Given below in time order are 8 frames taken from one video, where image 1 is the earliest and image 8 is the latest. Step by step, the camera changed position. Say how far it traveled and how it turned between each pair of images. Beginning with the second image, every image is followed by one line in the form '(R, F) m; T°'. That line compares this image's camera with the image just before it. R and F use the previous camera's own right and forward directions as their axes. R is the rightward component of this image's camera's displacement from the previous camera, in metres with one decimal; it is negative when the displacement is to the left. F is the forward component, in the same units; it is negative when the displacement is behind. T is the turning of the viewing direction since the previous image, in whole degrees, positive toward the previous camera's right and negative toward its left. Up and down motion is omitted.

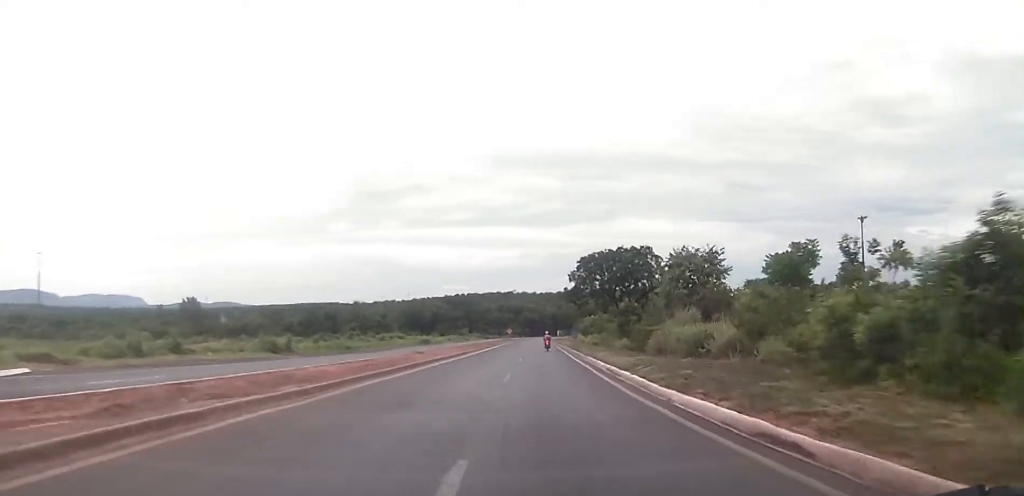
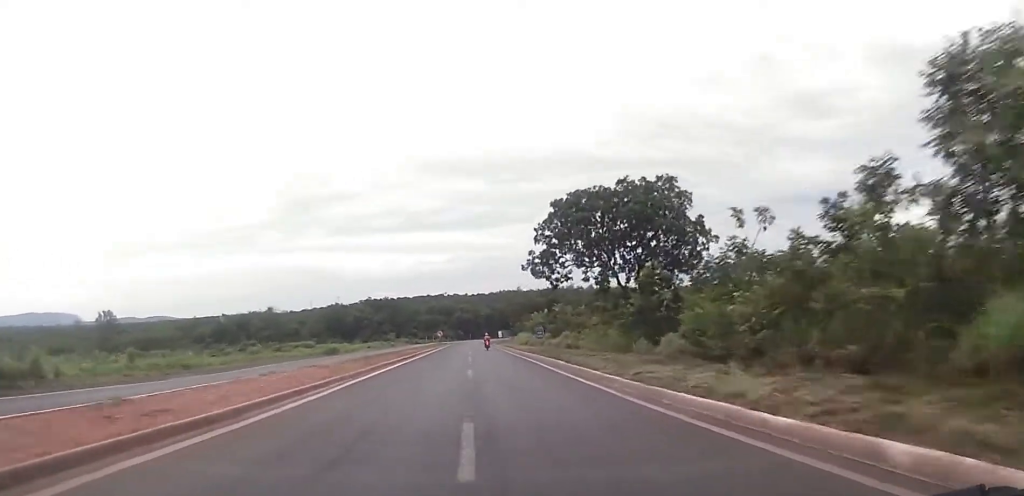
(+1.5, +28.4) m; +5°
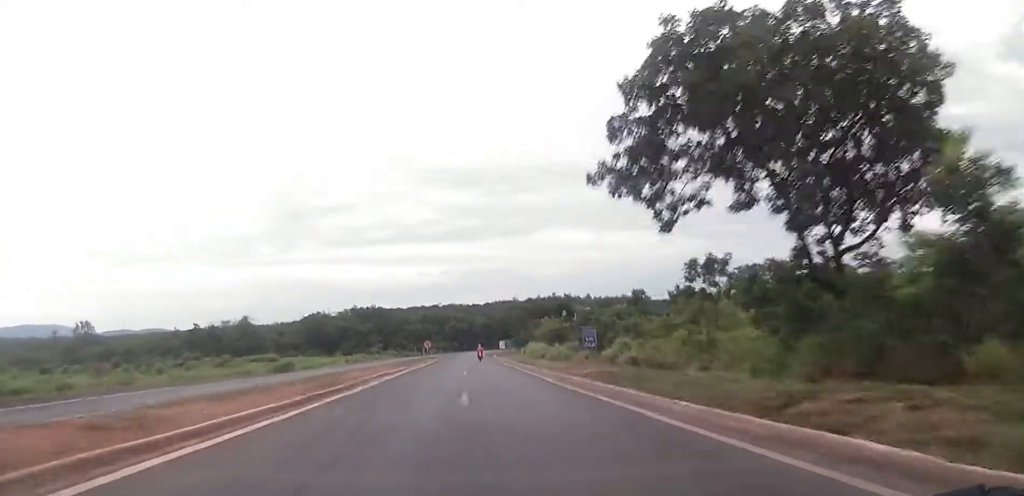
(+0.6, +23.2) m; +1°
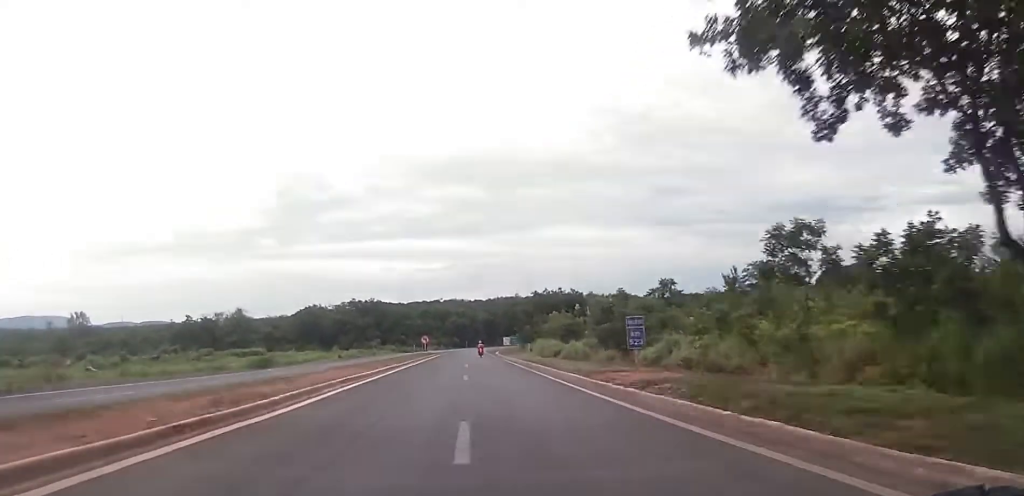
(-0.1, +7.6) m; 0°
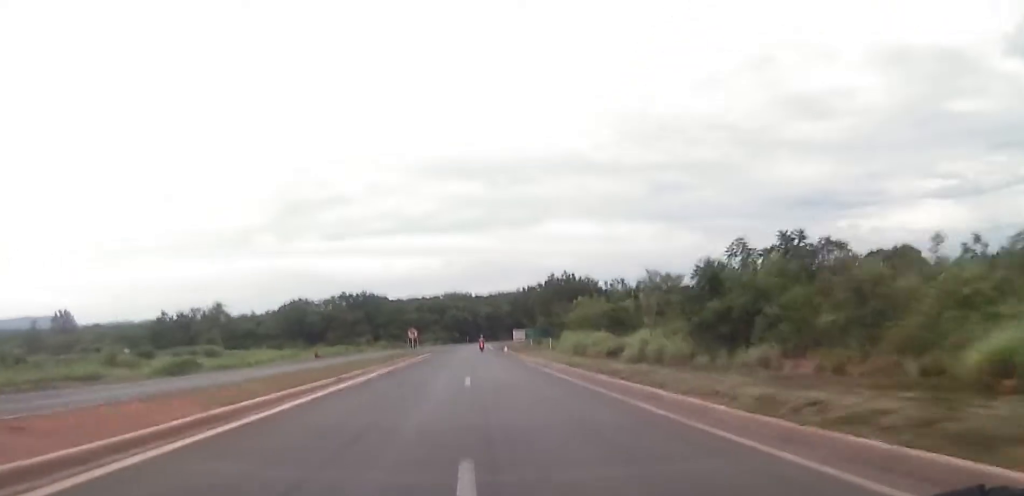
(+0.1, +20.2) m; 0°
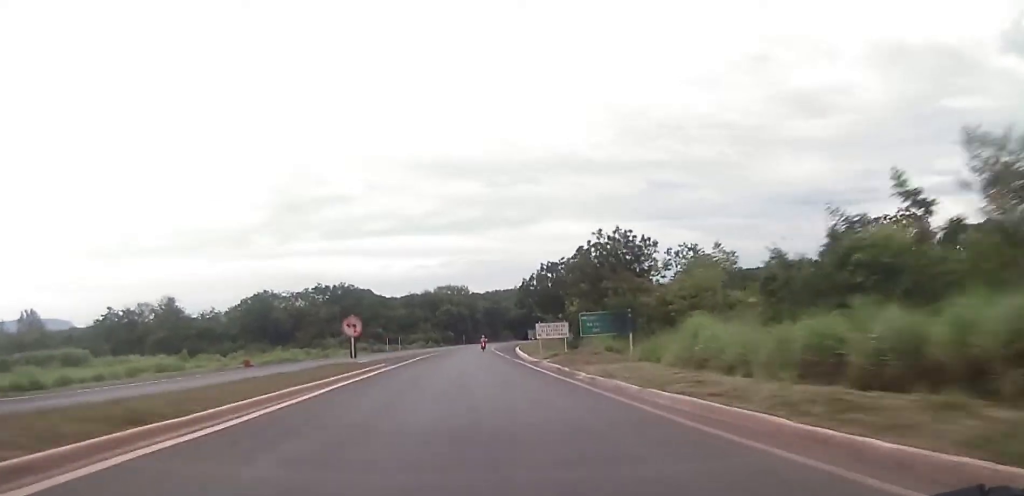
(-0.1, +32.0) m; 0°
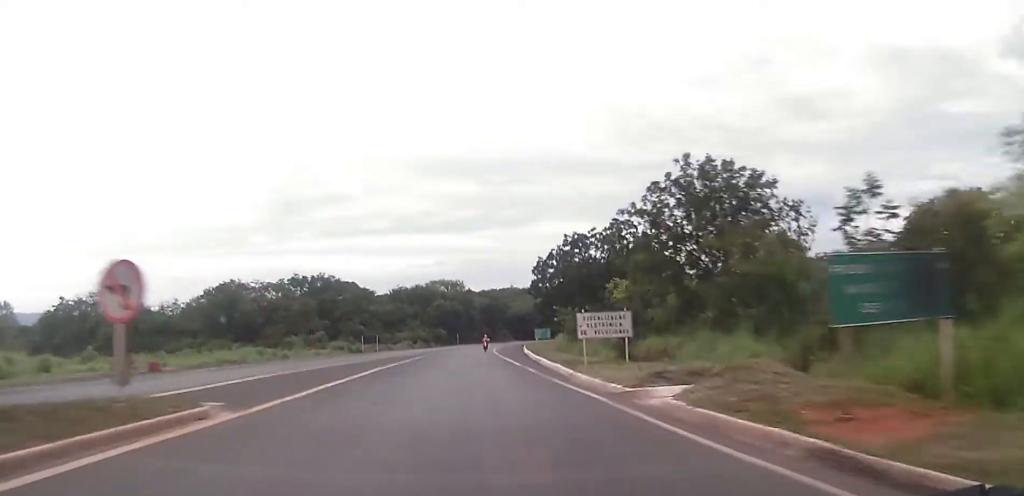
(-0.1, +21.6) m; +1°
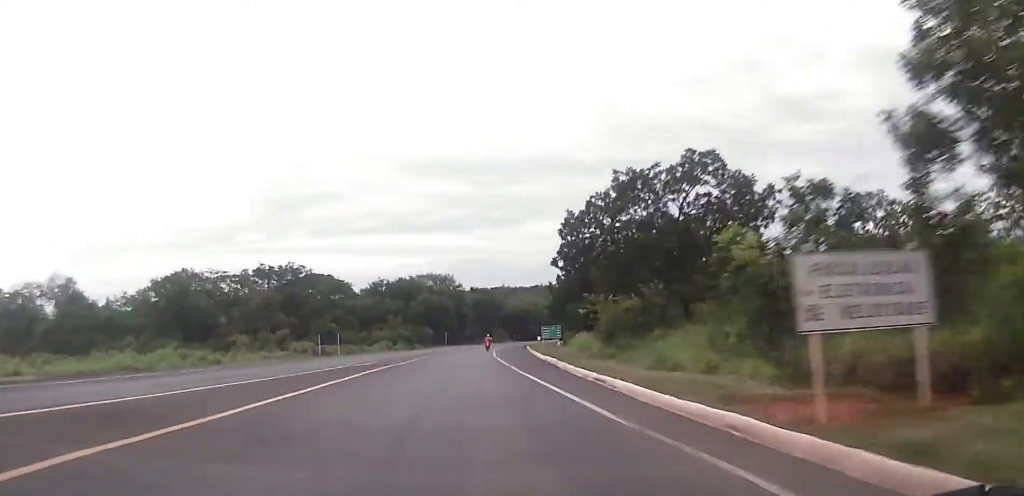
(+0.3, +21.6) m; +1°
